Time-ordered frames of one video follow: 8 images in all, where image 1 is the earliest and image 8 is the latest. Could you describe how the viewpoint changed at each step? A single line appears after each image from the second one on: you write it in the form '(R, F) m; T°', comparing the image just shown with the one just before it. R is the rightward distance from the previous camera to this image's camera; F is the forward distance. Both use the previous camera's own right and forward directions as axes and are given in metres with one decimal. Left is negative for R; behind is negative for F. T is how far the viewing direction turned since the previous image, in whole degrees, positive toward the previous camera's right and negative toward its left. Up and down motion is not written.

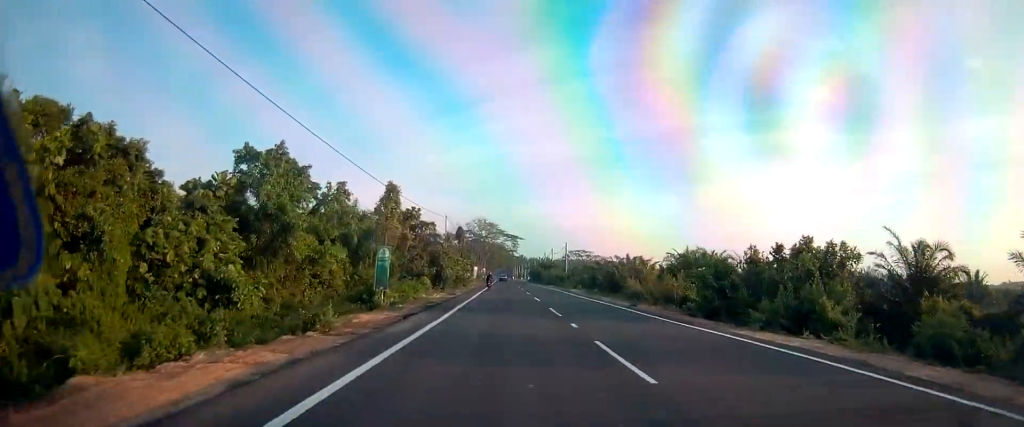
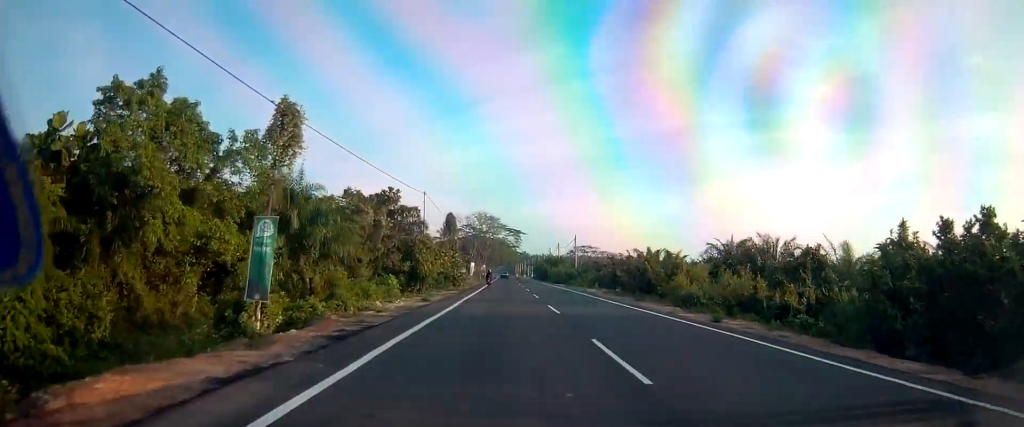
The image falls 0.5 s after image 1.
(-0.2, +12.3) m; 0°
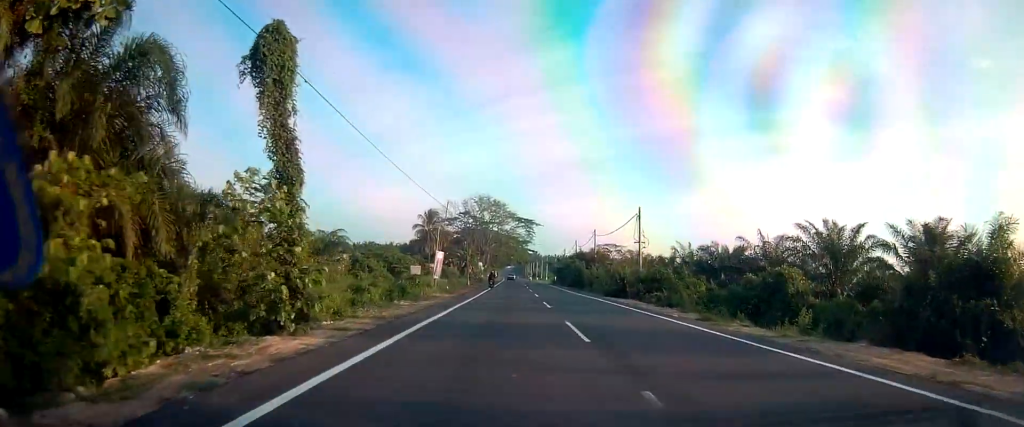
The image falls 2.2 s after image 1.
(+0.3, +43.4) m; 0°
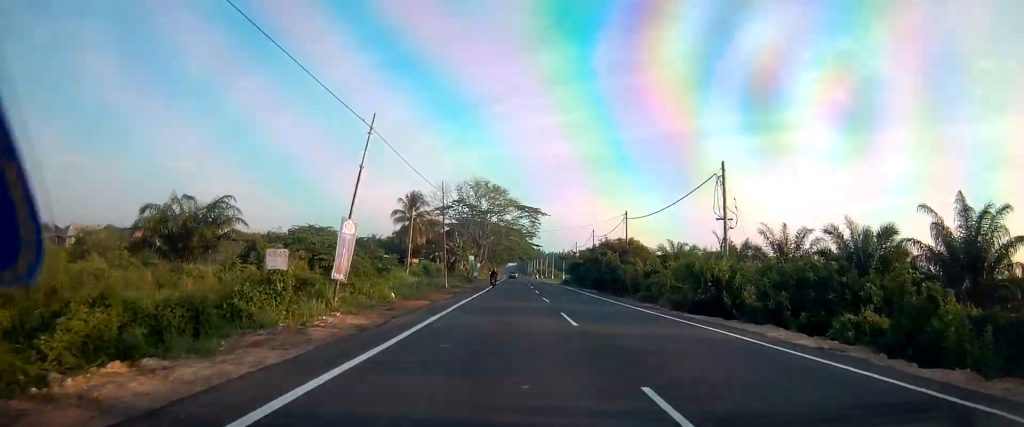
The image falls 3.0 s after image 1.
(-0.6, +21.5) m; -2°
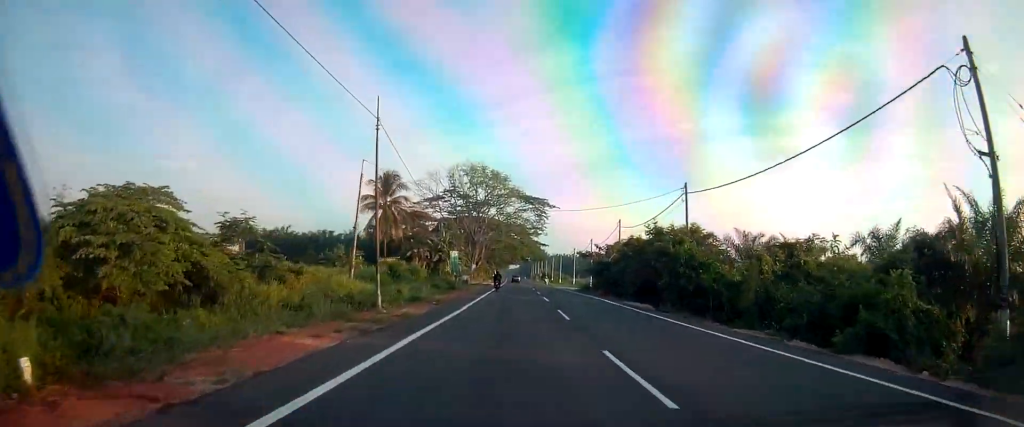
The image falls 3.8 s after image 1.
(-0.1, +20.7) m; 0°
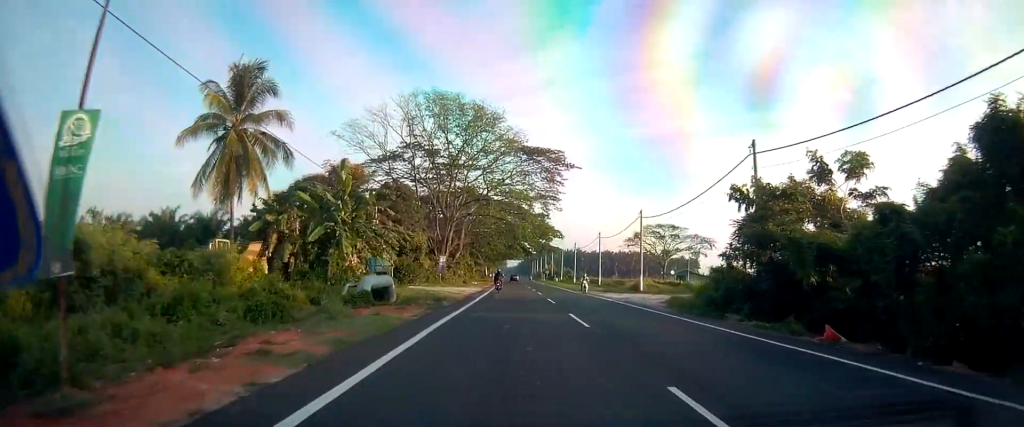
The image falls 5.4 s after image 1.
(+0.4, +40.1) m; +2°
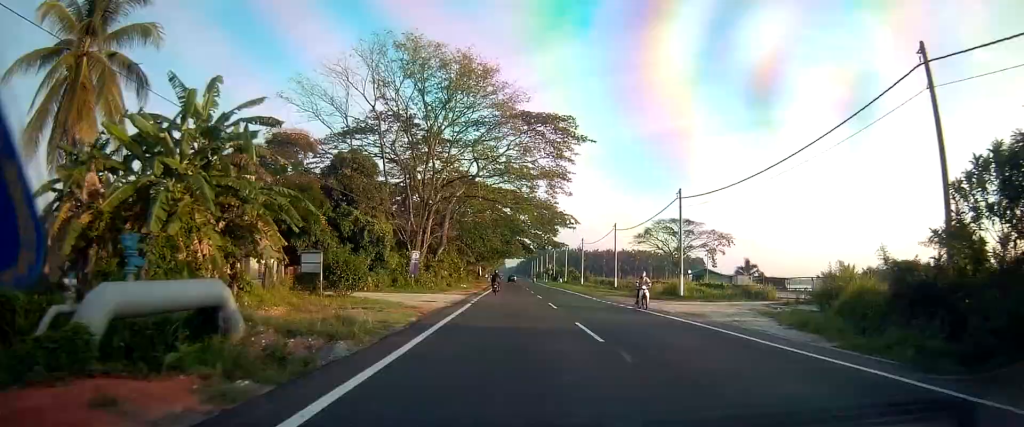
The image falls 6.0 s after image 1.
(+0.5, +14.8) m; 0°
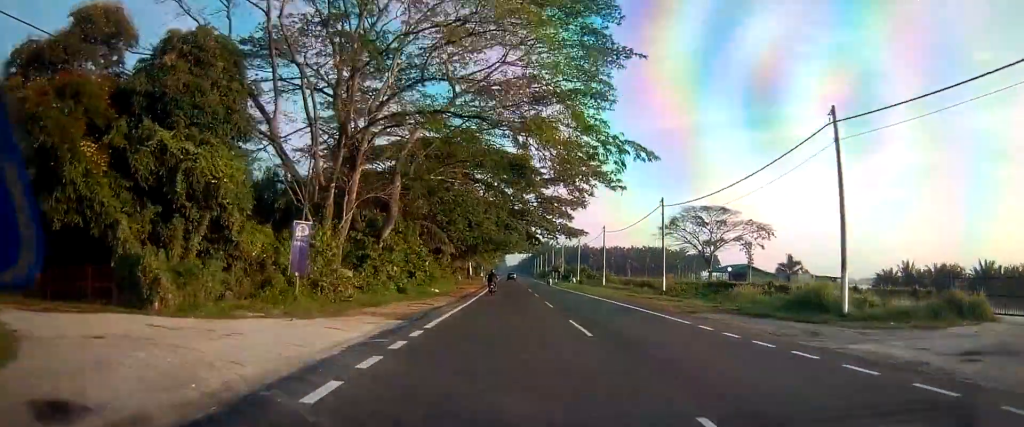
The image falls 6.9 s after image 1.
(-0.5, +23.3) m; -1°
